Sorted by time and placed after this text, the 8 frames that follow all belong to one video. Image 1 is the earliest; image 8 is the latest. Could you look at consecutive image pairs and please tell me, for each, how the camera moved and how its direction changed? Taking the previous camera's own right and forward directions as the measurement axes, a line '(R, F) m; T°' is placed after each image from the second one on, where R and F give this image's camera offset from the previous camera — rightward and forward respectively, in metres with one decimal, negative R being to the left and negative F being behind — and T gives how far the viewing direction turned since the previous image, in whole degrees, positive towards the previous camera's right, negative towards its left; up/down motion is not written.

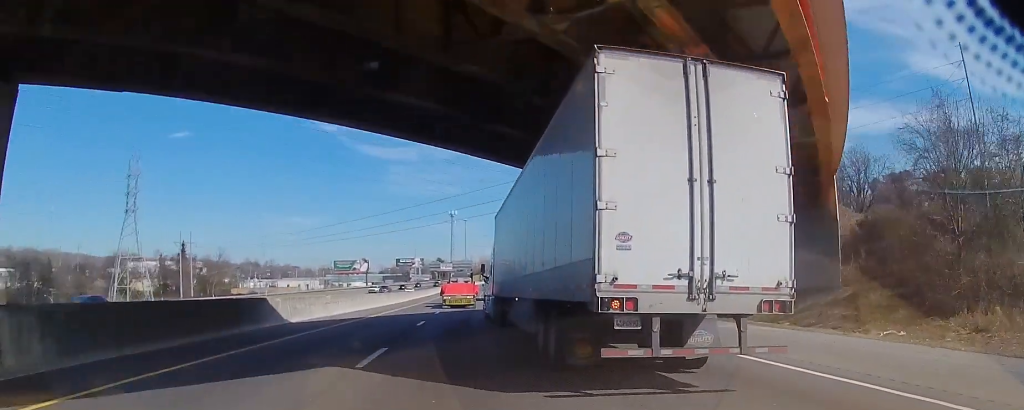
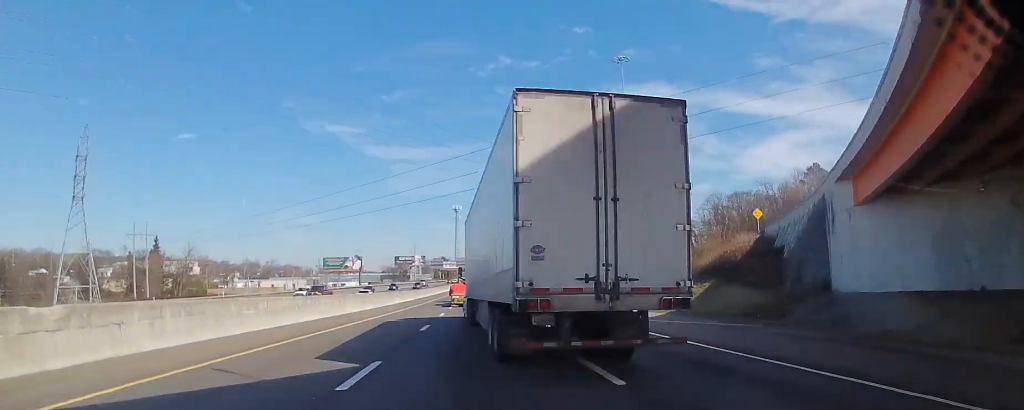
(-0.2, +27.7) m; 0°
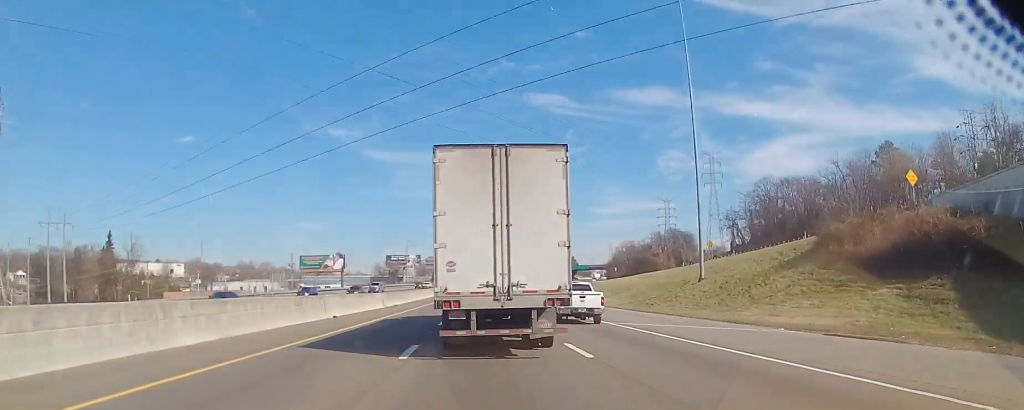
(0.0, +33.2) m; 0°
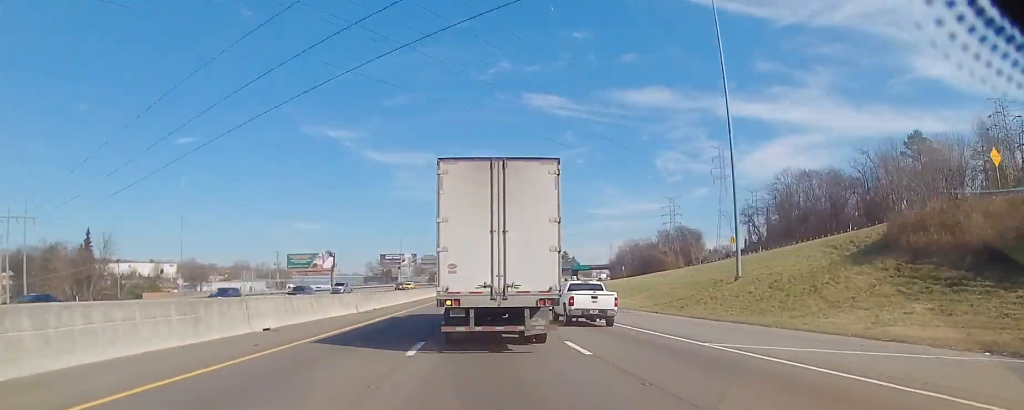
(0.0, +11.7) m; 0°
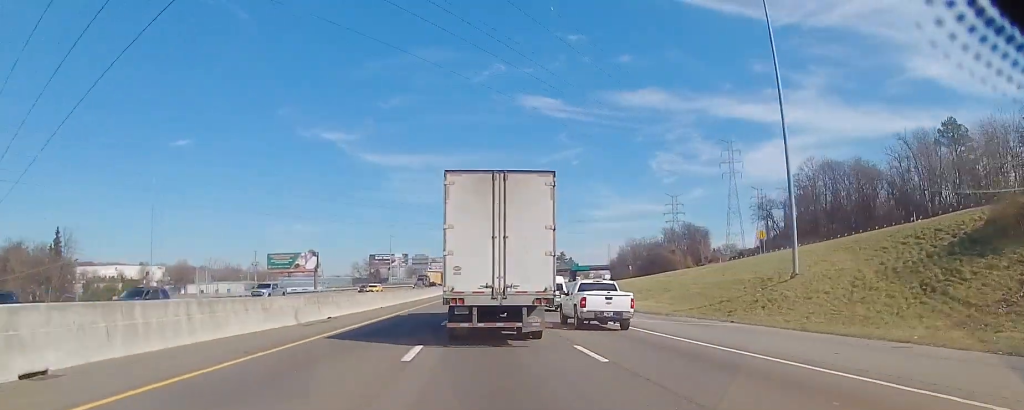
(0.0, +13.5) m; 0°
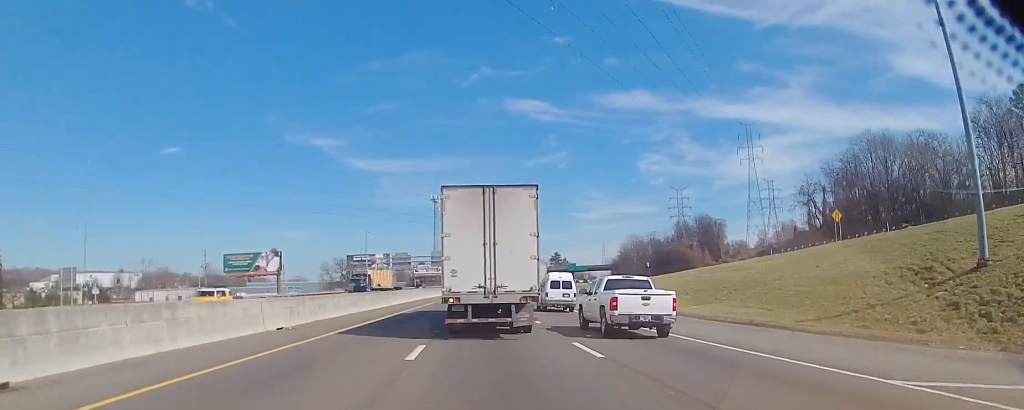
(0.0, +24.7) m; +2°
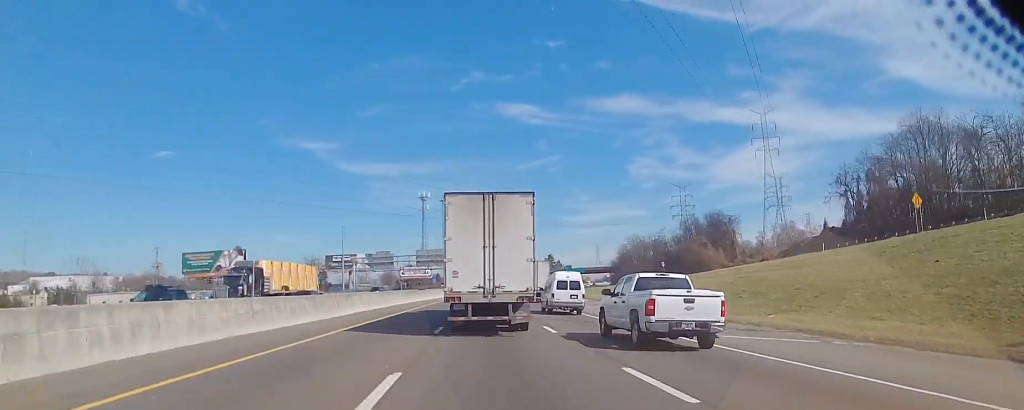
(+0.4, +17.5) m; +1°
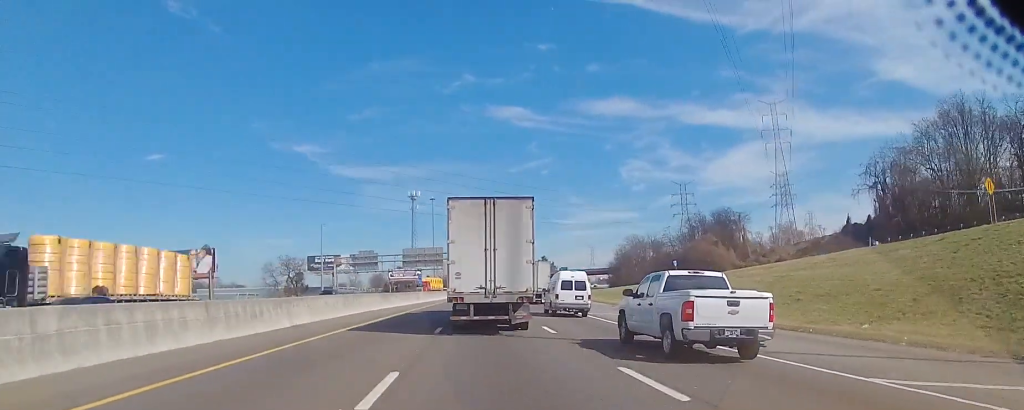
(+0.3, +12.0) m; 0°
